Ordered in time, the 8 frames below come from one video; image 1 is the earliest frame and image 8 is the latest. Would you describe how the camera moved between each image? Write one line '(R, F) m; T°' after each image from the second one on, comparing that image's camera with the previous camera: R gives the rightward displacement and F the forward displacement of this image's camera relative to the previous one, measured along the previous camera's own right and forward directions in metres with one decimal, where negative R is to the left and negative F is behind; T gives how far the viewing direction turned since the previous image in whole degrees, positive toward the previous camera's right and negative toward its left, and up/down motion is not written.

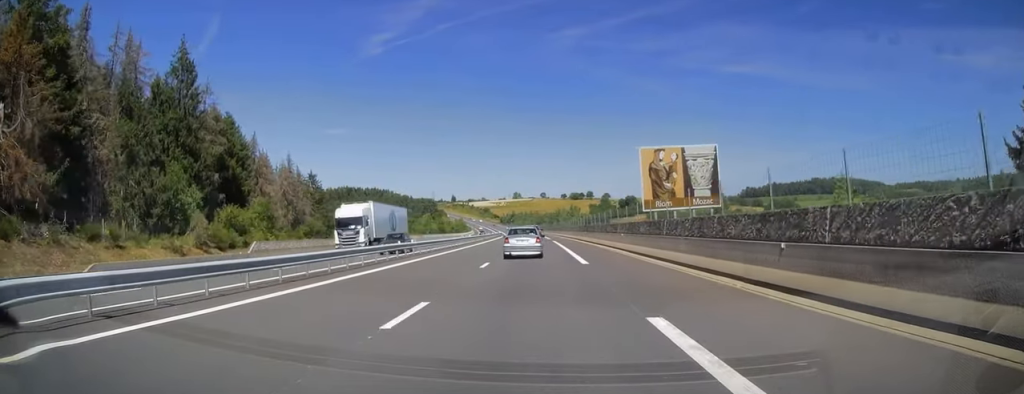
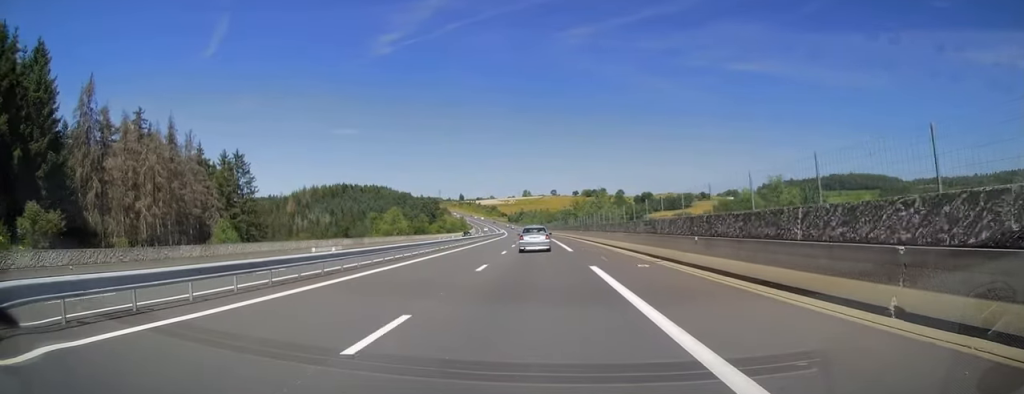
(-0.4, +41.6) m; -1°
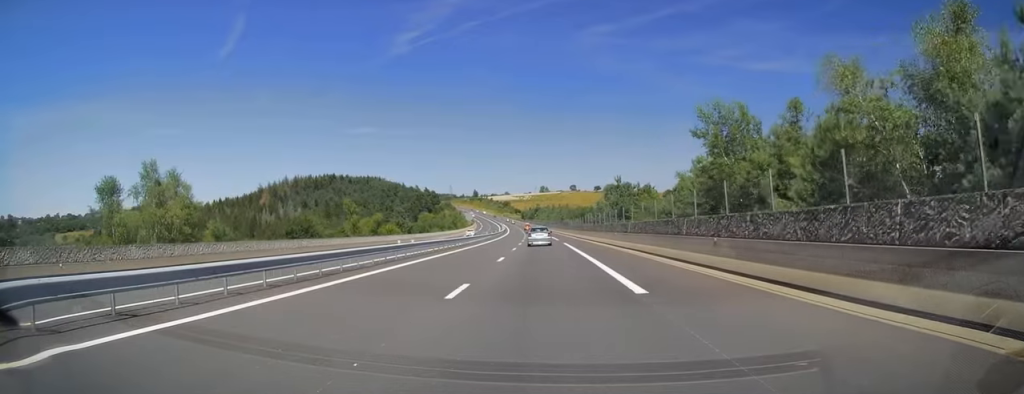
(-1.0, +73.8) m; -2°
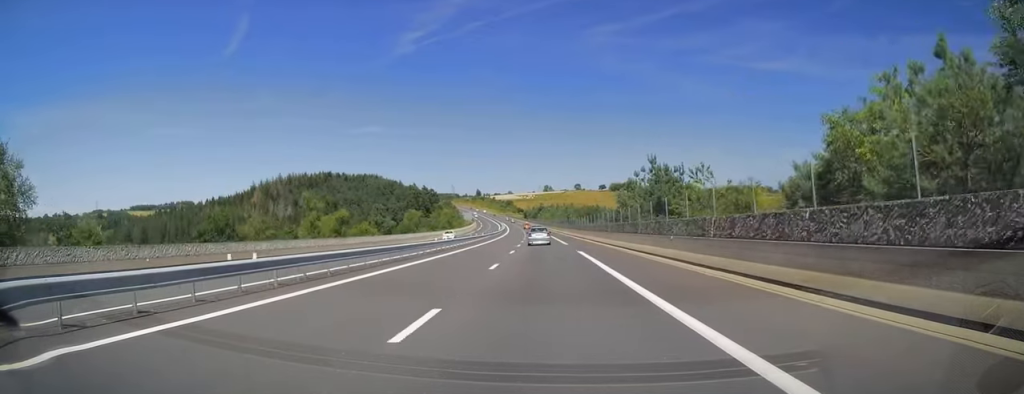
(-0.1, +17.6) m; 0°
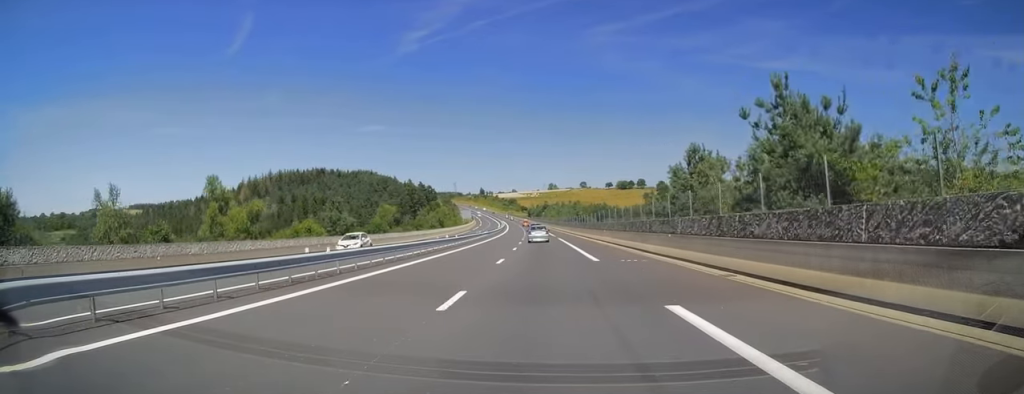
(+0.1, +23.4) m; 0°
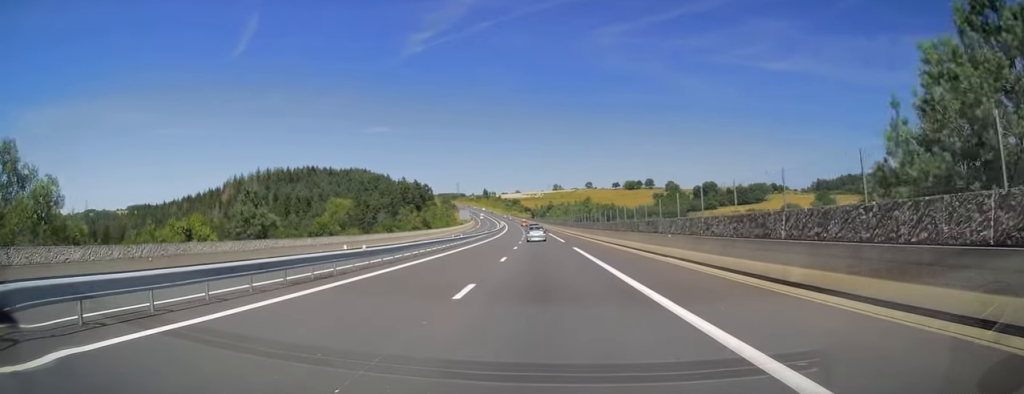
(-0.2, +24.4) m; -1°
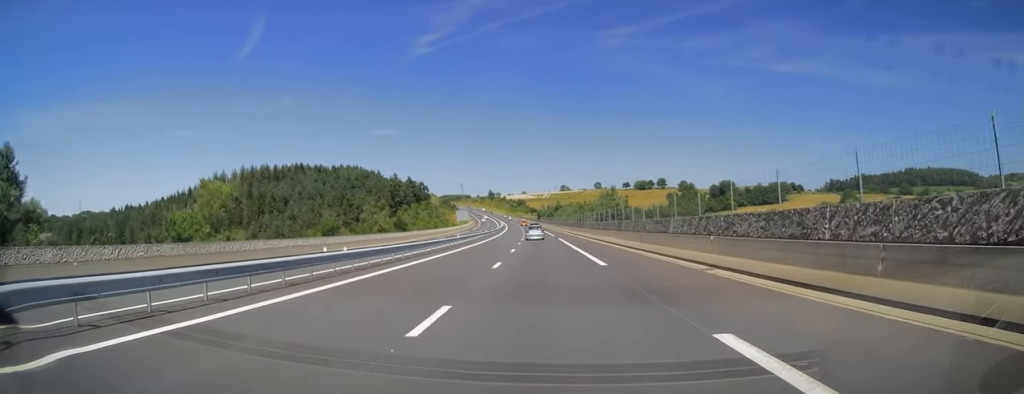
(-0.2, +30.2) m; 0°
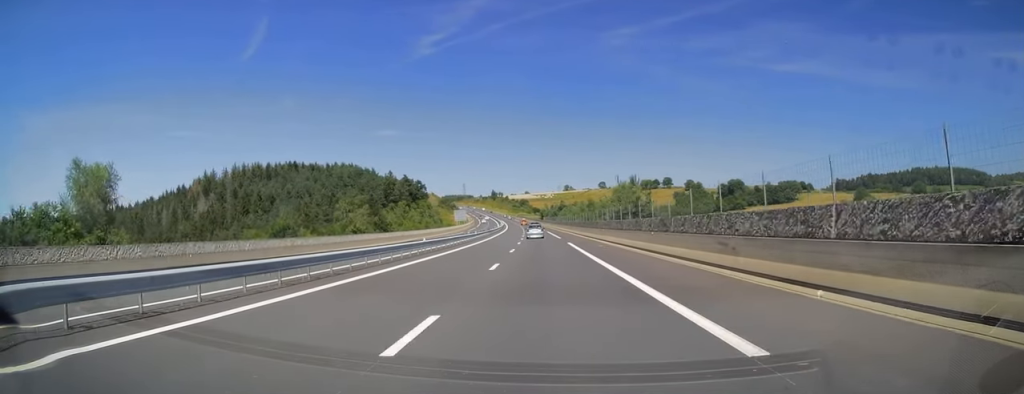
(0.0, +14.3) m; 0°
